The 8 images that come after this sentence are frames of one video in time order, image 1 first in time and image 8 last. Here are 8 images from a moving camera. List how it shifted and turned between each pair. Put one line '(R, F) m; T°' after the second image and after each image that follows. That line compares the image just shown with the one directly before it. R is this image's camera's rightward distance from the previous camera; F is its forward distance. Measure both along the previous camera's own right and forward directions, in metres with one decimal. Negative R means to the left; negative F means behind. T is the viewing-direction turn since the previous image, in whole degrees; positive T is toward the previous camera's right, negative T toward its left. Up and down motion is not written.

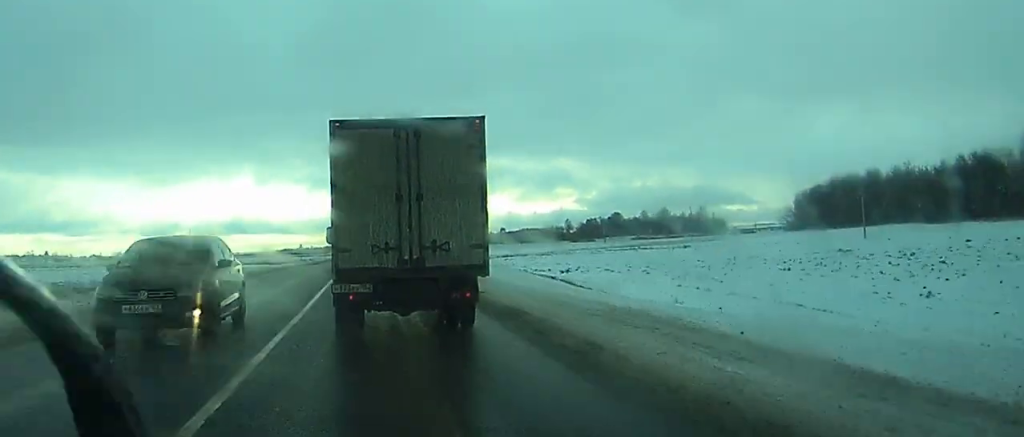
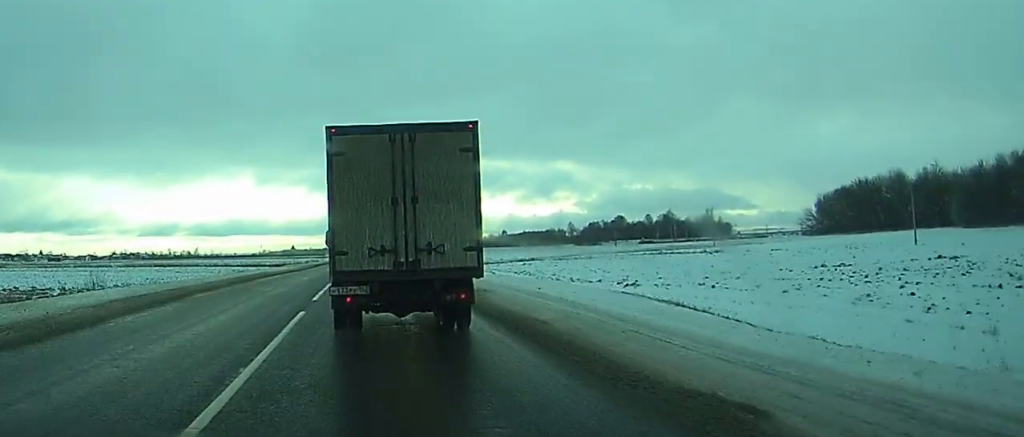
(0.0, +15.3) m; 0°
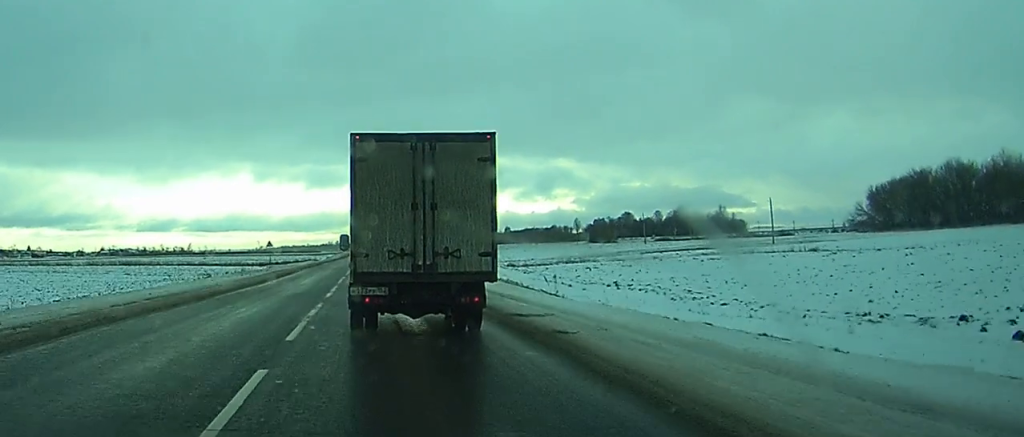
(-0.3, +32.5) m; -1°
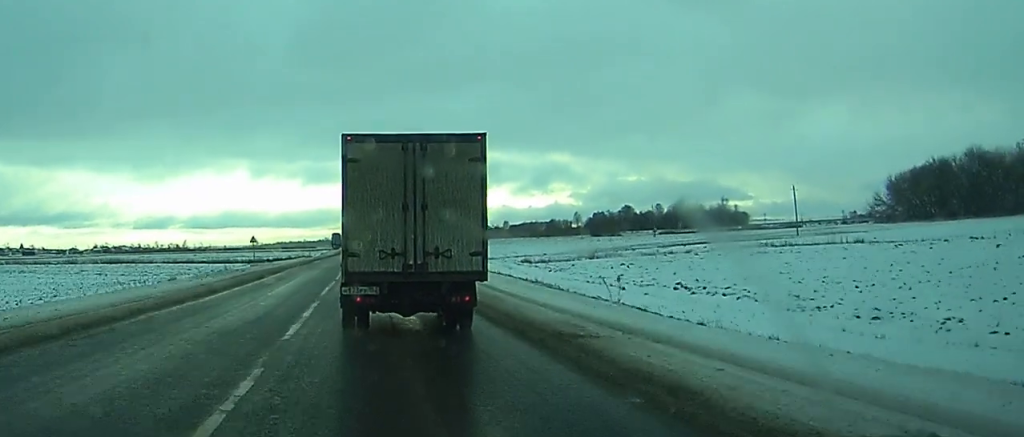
(0.0, +11.9) m; 0°
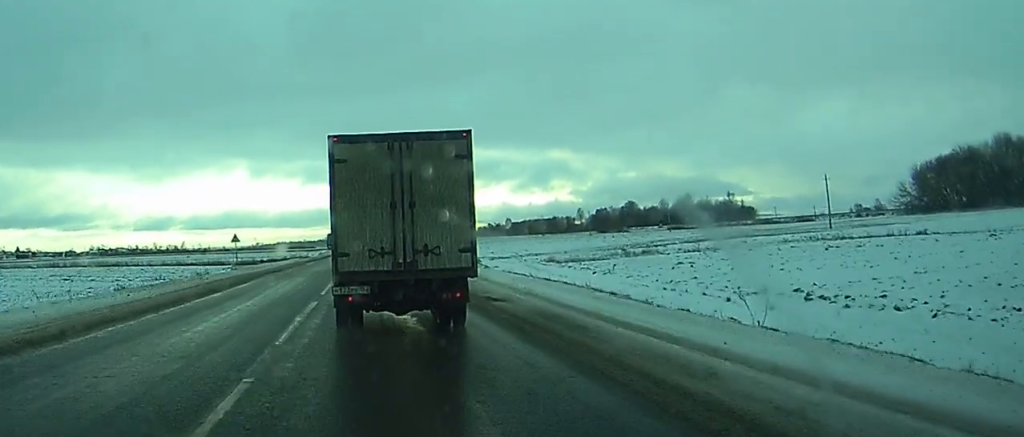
(0.0, +12.6) m; 0°
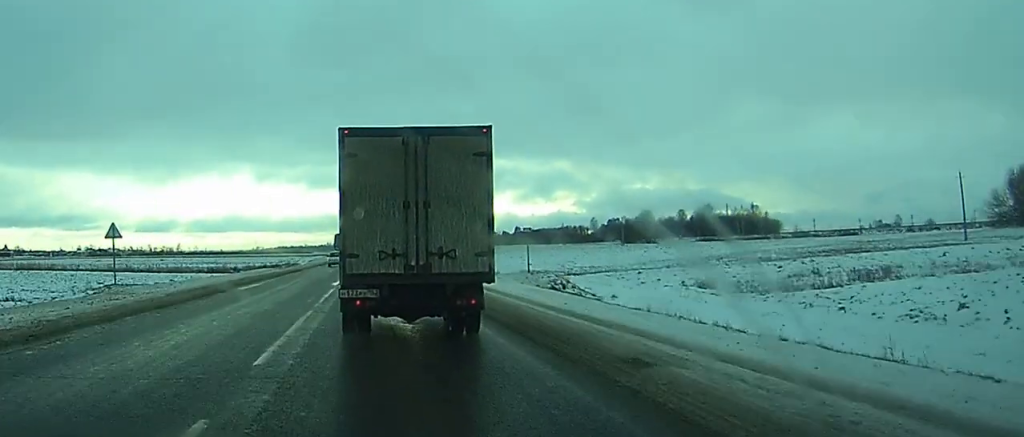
(0.0, +37.6) m; 0°
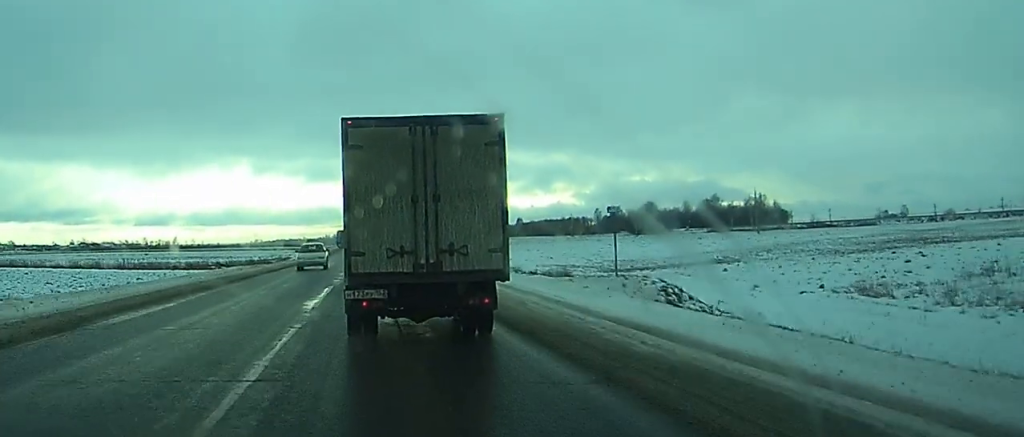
(-0.1, +15.7) m; 0°
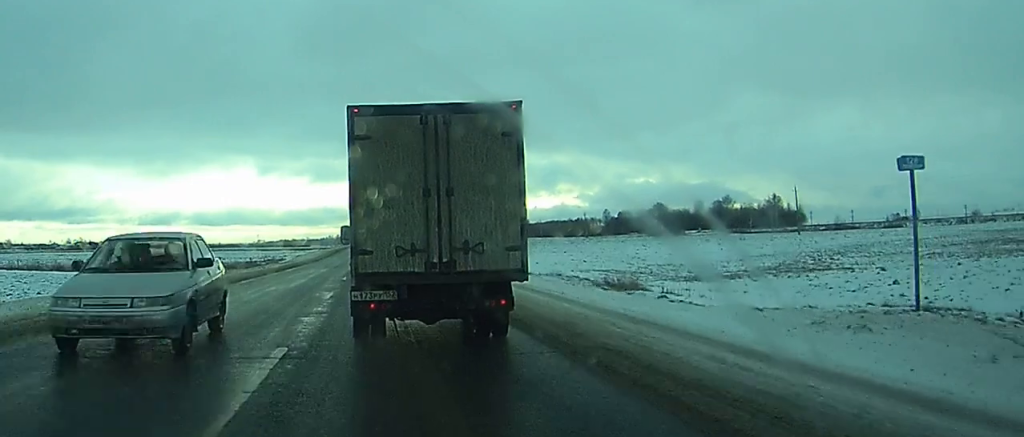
(-0.1, +16.6) m; 0°
